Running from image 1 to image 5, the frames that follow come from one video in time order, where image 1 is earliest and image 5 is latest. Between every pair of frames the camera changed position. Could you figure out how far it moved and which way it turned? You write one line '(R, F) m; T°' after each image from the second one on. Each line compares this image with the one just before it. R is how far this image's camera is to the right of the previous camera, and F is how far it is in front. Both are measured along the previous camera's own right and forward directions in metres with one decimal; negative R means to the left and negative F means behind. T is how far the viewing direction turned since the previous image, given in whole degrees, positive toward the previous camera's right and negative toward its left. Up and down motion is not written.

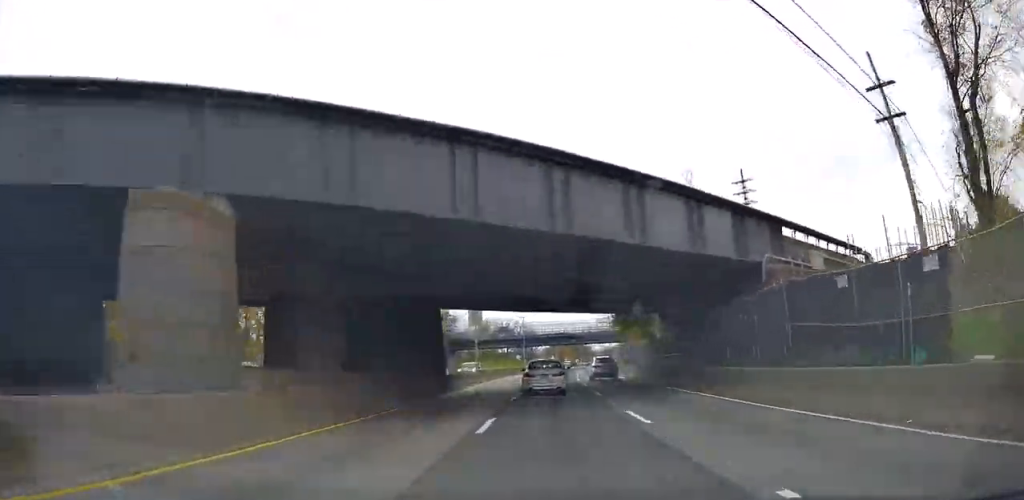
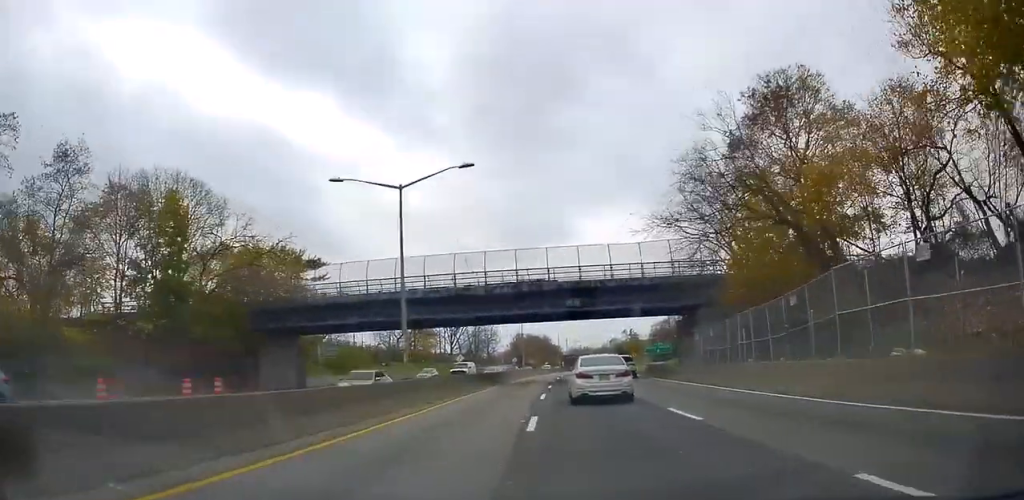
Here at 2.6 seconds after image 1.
(+1.5, +68.0) m; +3°
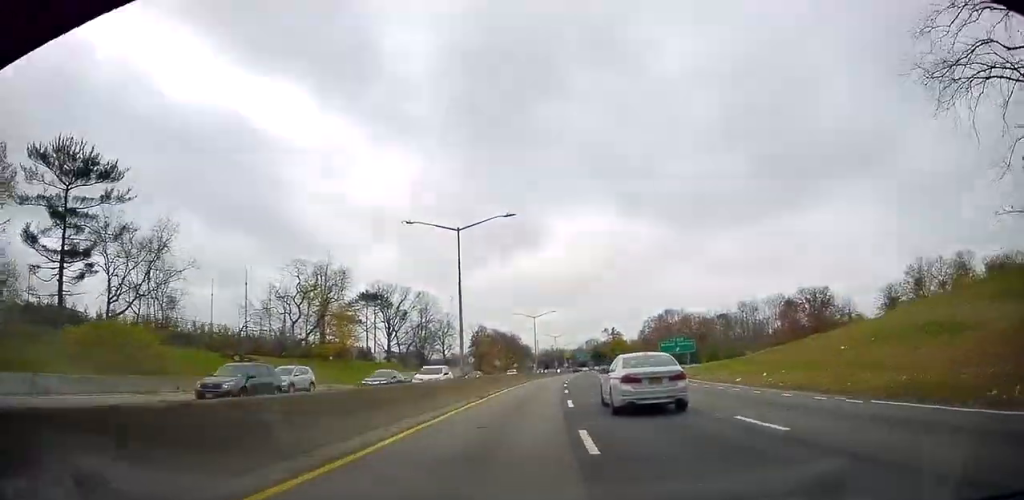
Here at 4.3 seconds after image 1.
(+1.4, +42.3) m; +3°
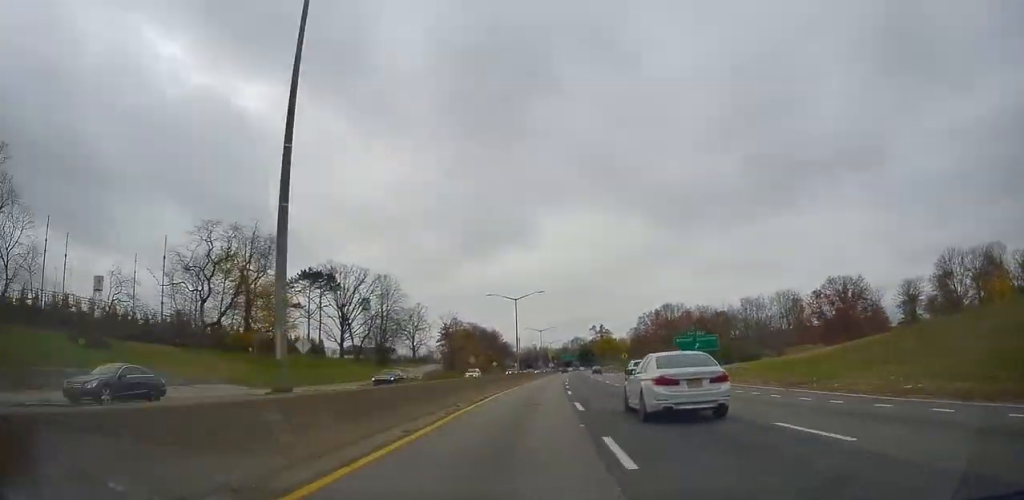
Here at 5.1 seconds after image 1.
(+0.2, +20.5) m; +2°
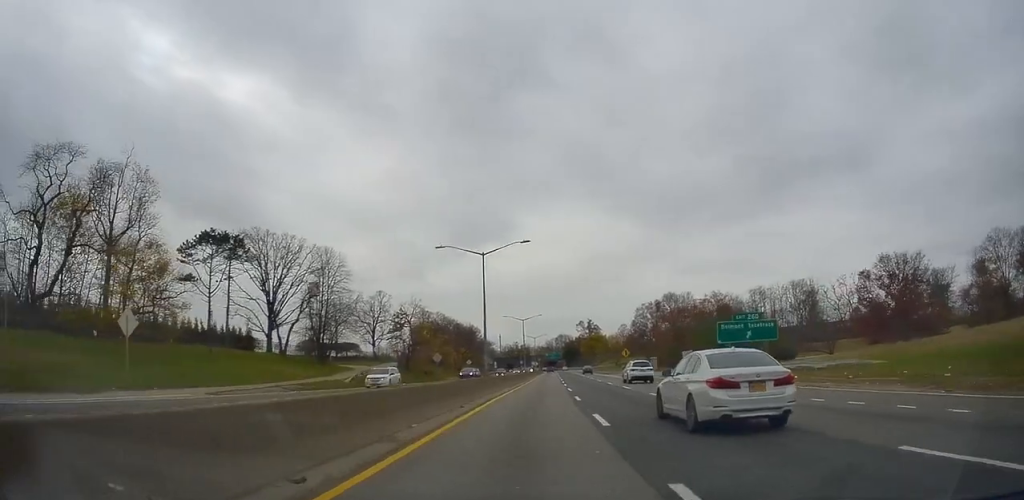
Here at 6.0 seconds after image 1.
(+0.8, +23.5) m; +1°
